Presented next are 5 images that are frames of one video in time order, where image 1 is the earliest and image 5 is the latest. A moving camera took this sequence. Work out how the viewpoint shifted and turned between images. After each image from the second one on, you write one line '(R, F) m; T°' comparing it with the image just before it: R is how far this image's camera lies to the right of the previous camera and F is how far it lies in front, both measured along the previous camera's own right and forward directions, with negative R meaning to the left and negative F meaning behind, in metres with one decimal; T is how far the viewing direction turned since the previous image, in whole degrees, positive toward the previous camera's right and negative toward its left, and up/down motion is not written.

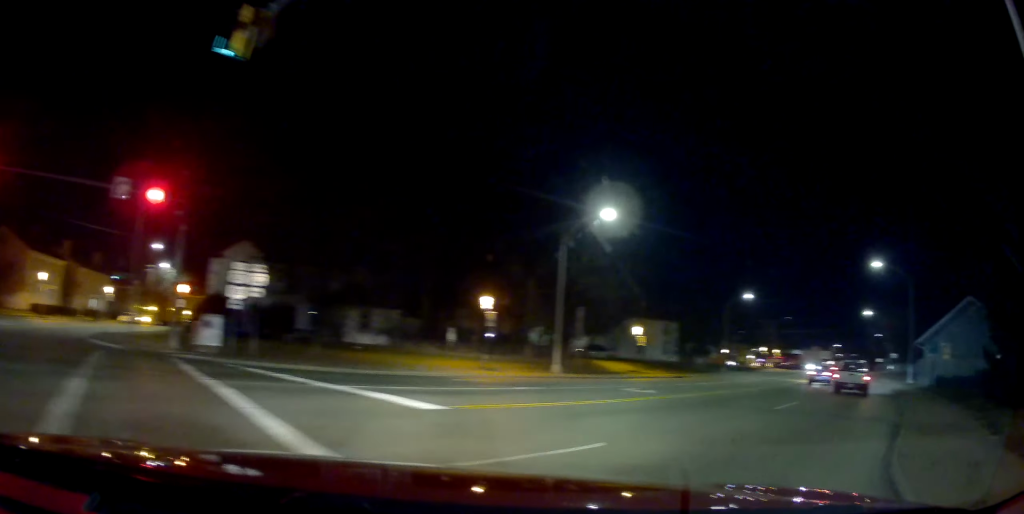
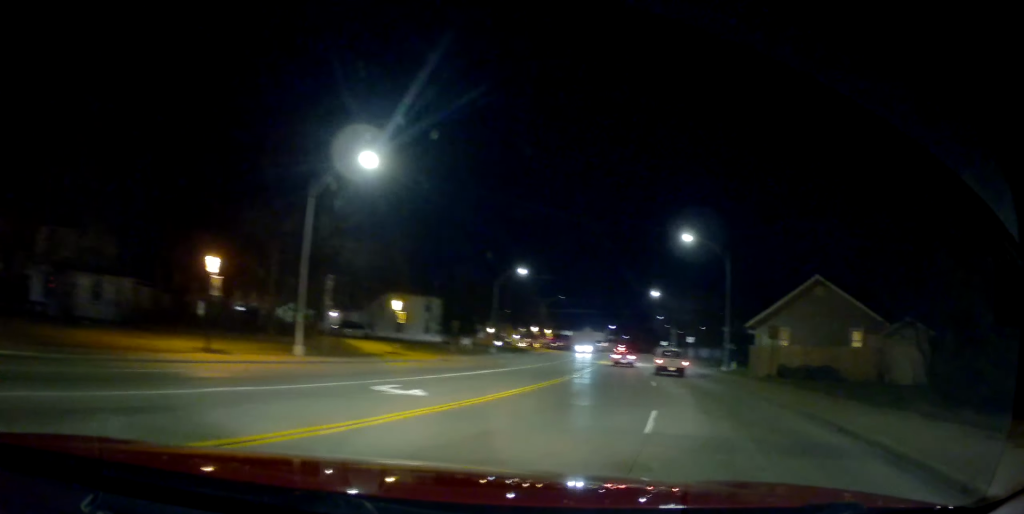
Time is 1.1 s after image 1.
(+1.2, +7.0) m; +16°
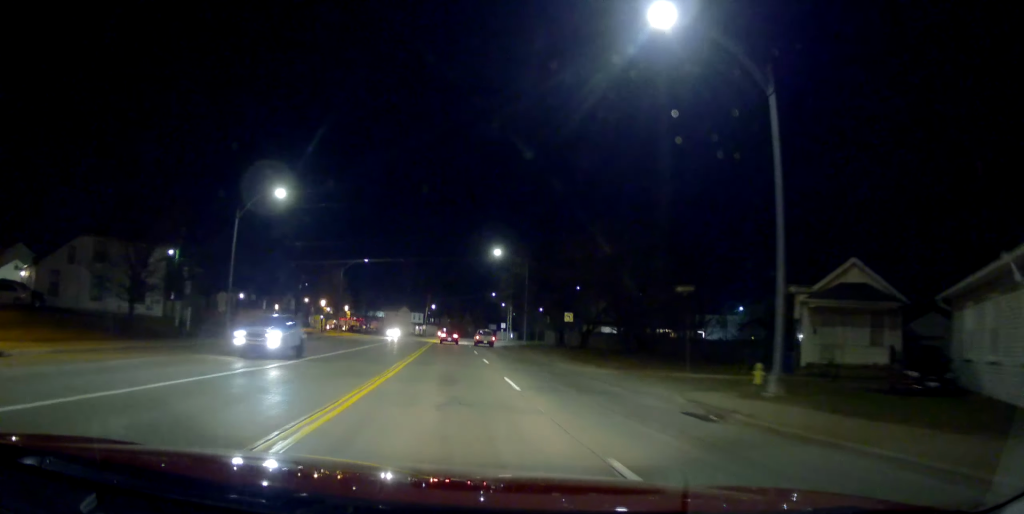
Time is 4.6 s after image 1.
(+9.3, +30.4) m; +25°
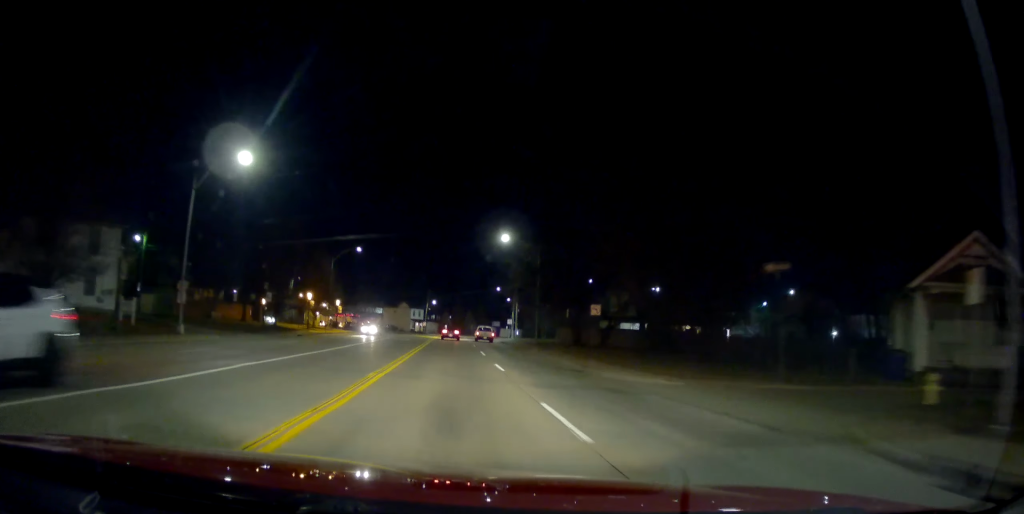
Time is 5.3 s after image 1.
(-0.4, +8.3) m; -1°
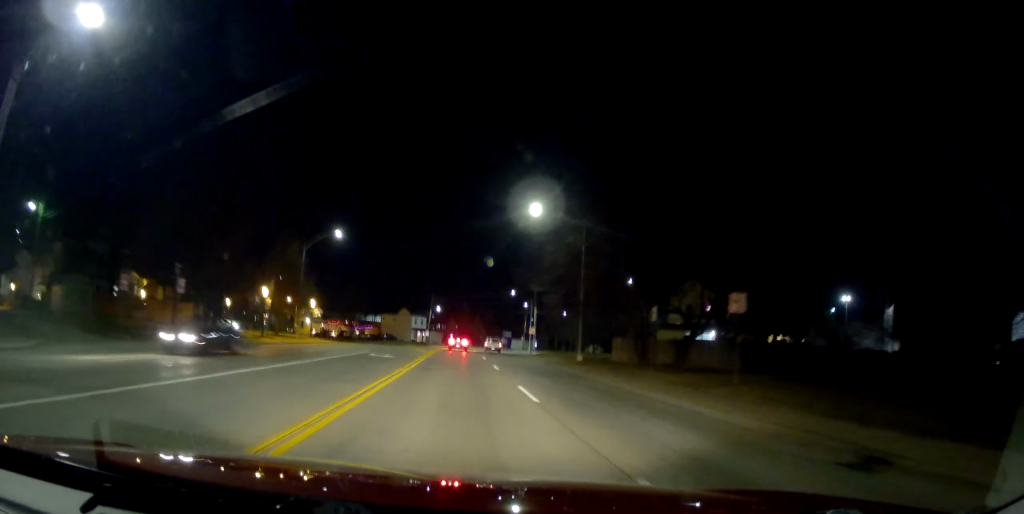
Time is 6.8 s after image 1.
(0.0, +19.1) m; +2°
